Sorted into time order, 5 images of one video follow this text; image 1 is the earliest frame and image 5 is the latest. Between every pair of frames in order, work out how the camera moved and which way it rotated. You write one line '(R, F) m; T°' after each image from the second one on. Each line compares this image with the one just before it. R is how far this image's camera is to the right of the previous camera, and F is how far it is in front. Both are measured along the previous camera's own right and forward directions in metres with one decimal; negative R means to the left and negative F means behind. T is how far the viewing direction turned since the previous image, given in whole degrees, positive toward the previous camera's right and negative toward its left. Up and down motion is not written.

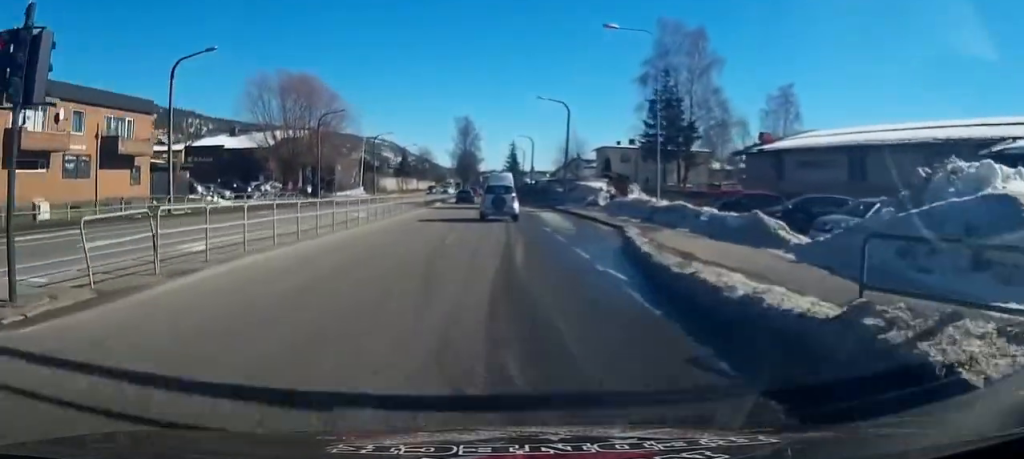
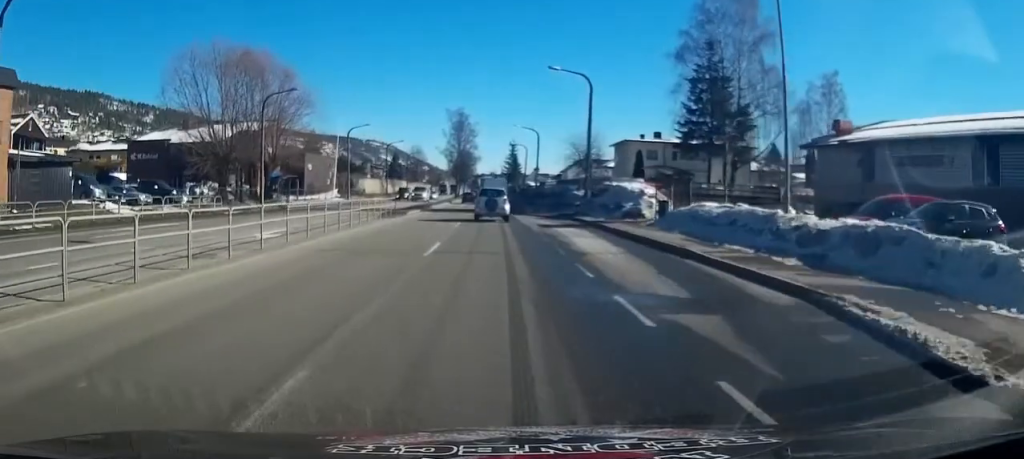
(+0.4, +14.2) m; +1°
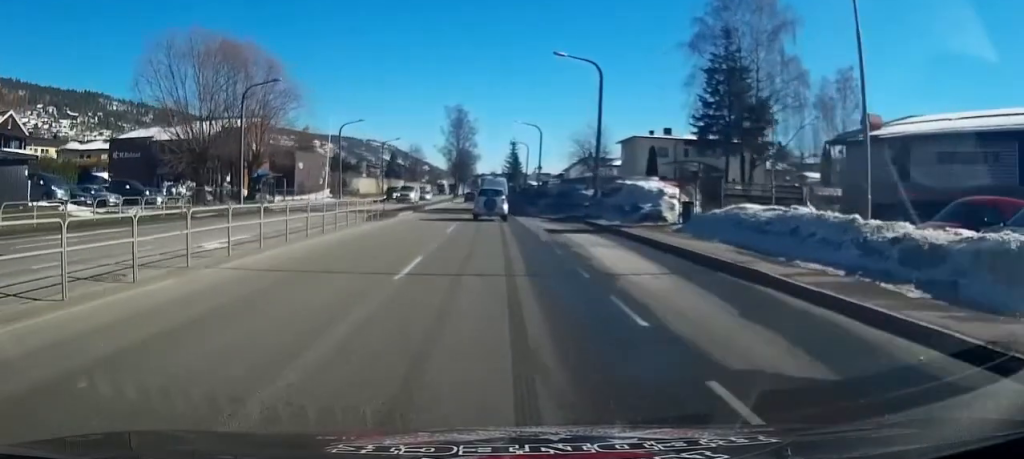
(-0.1, +3.9) m; 0°
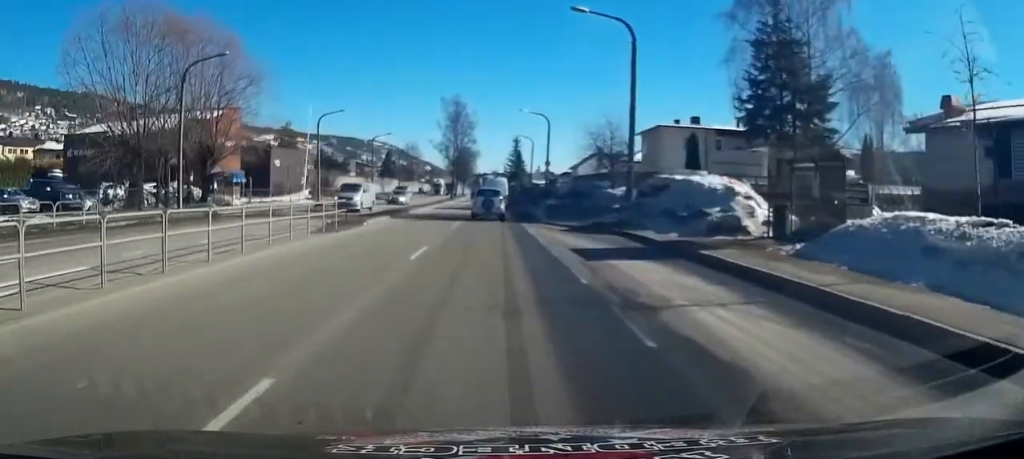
(0.0, +9.0) m; 0°
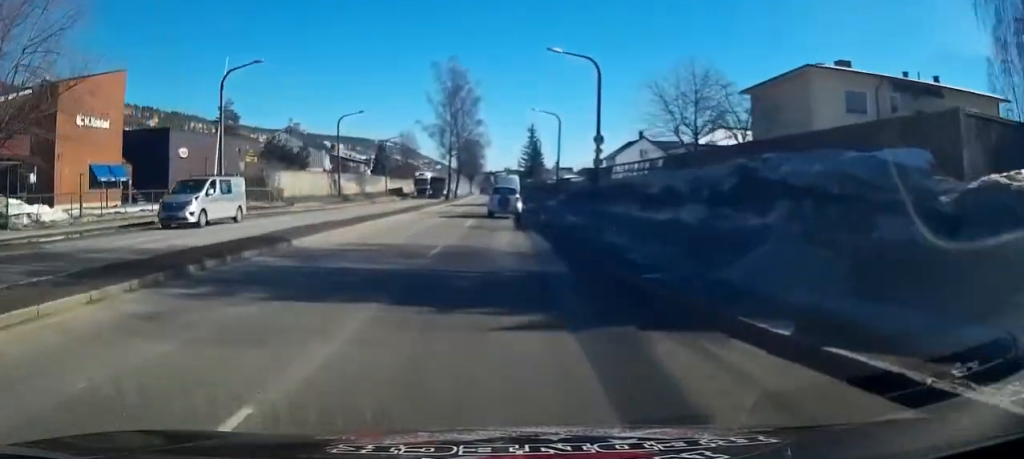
(-0.9, +23.4) m; -2°
